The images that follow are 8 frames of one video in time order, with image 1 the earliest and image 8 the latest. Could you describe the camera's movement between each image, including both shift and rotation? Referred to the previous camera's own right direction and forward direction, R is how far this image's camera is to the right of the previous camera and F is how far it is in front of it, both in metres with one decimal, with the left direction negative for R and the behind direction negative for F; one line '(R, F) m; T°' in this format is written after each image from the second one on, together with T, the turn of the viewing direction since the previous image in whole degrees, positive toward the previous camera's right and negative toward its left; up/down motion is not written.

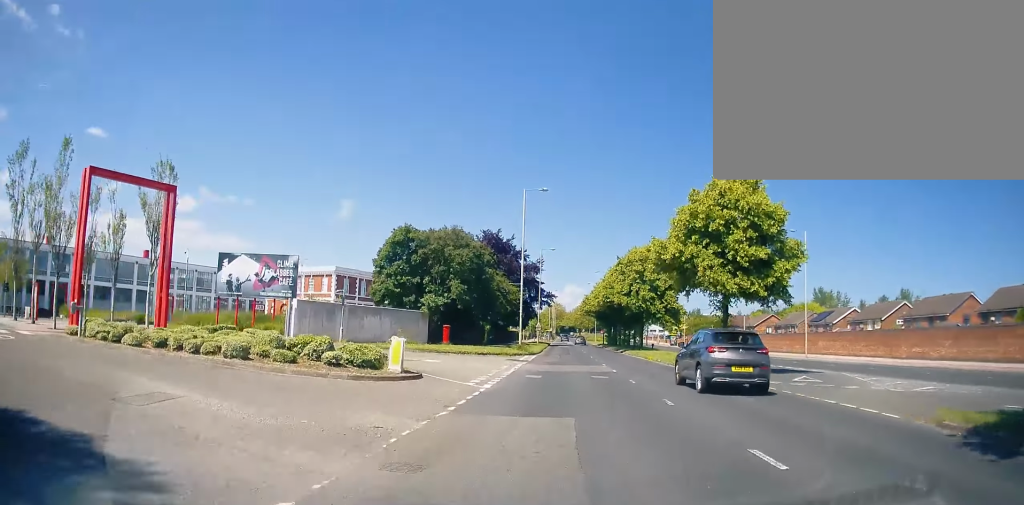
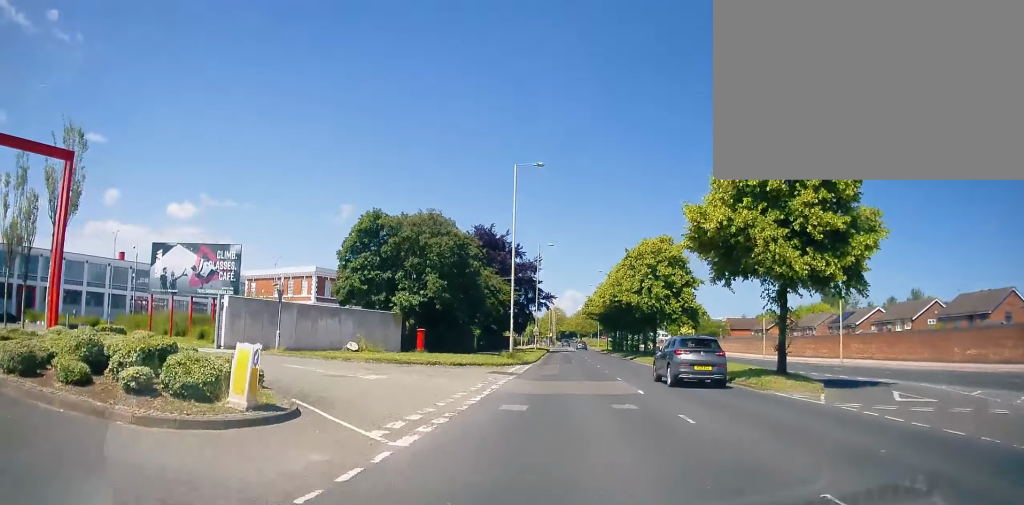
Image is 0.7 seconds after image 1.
(0.0, +7.8) m; 0°
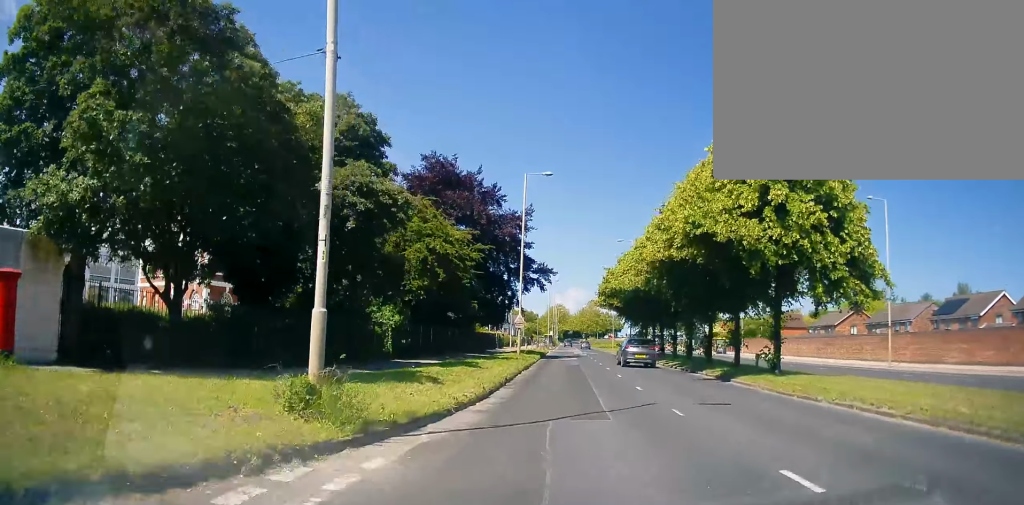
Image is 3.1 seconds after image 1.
(-1.4, +28.6) m; -3°
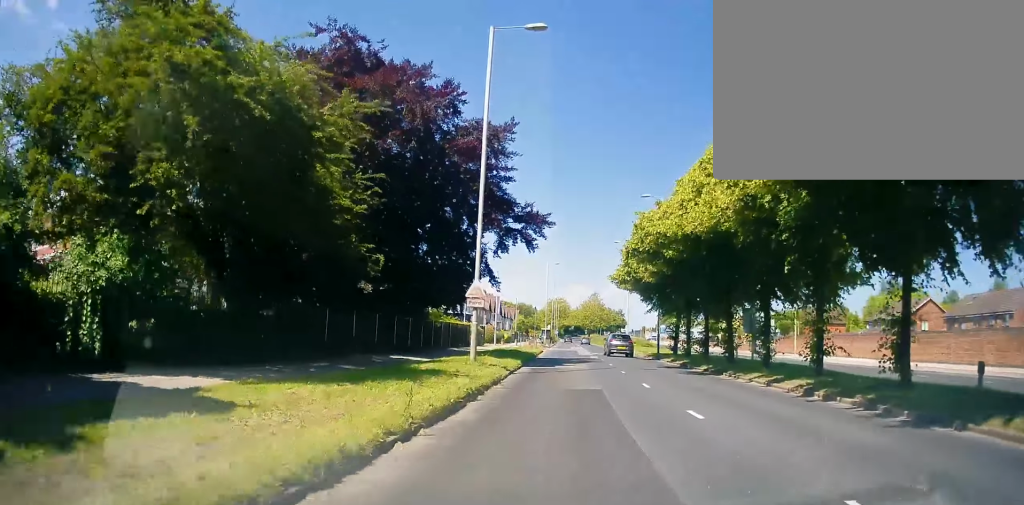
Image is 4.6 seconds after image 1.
(+0.5, +19.3) m; +2°
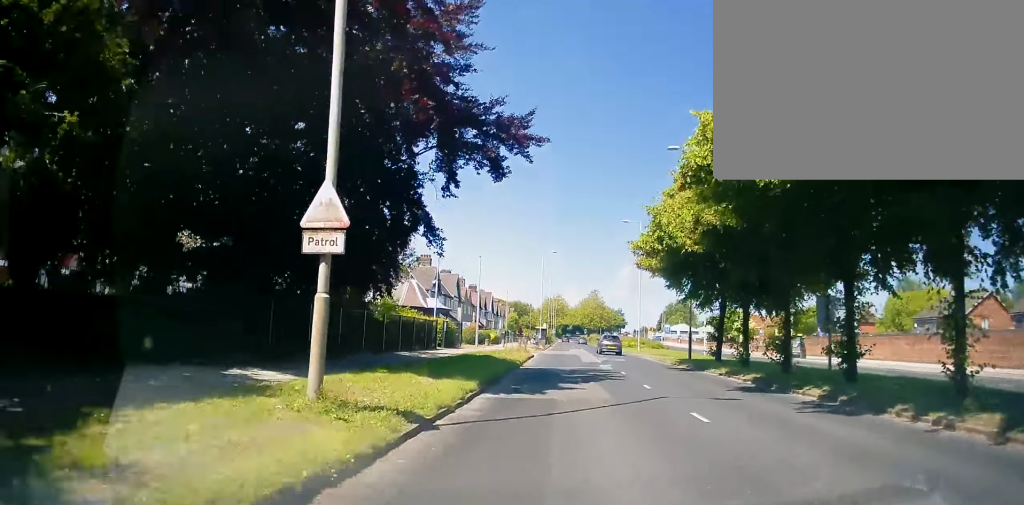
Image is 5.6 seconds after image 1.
(0.0, +12.3) m; 0°
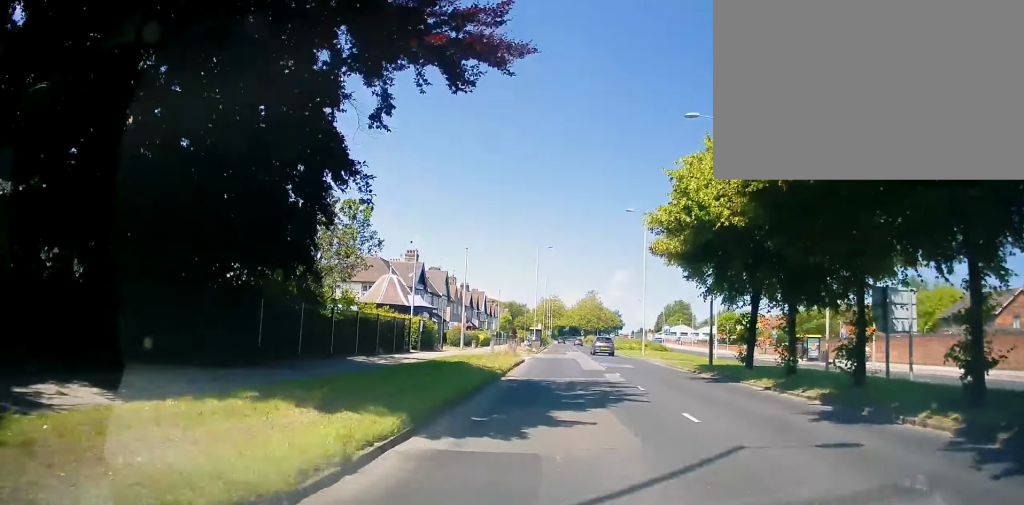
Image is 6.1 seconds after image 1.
(-0.1, +5.9) m; +1°
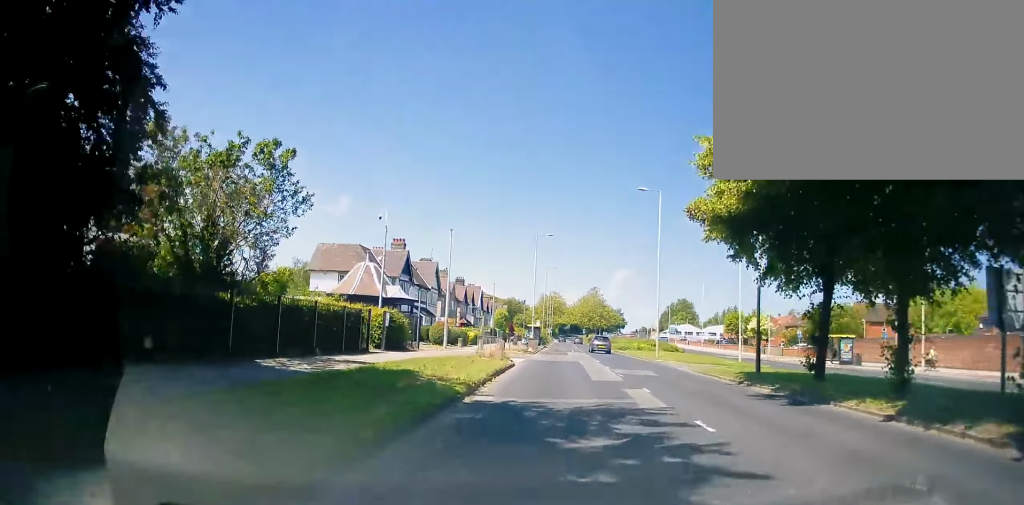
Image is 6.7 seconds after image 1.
(-0.1, +7.1) m; +1°
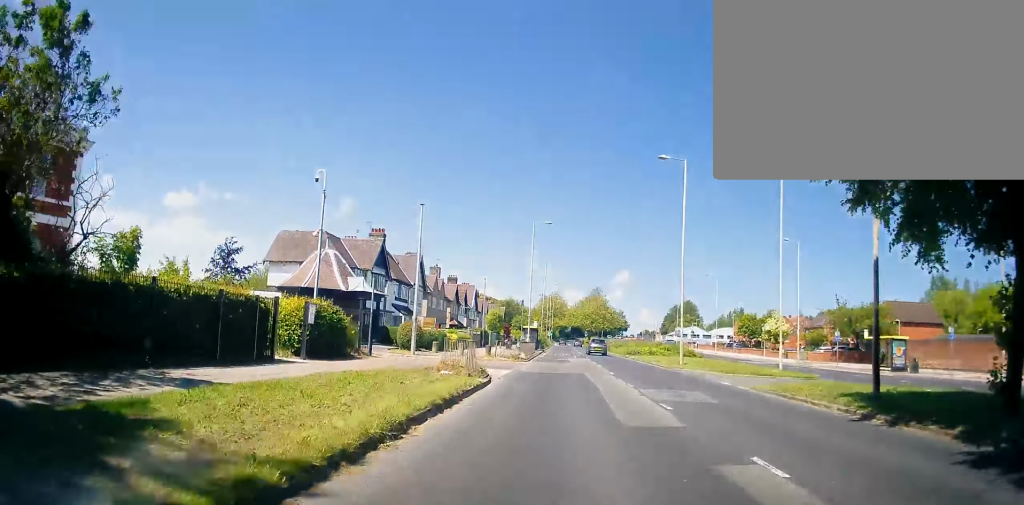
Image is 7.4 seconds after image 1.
(+0.5, +8.8) m; -2°
